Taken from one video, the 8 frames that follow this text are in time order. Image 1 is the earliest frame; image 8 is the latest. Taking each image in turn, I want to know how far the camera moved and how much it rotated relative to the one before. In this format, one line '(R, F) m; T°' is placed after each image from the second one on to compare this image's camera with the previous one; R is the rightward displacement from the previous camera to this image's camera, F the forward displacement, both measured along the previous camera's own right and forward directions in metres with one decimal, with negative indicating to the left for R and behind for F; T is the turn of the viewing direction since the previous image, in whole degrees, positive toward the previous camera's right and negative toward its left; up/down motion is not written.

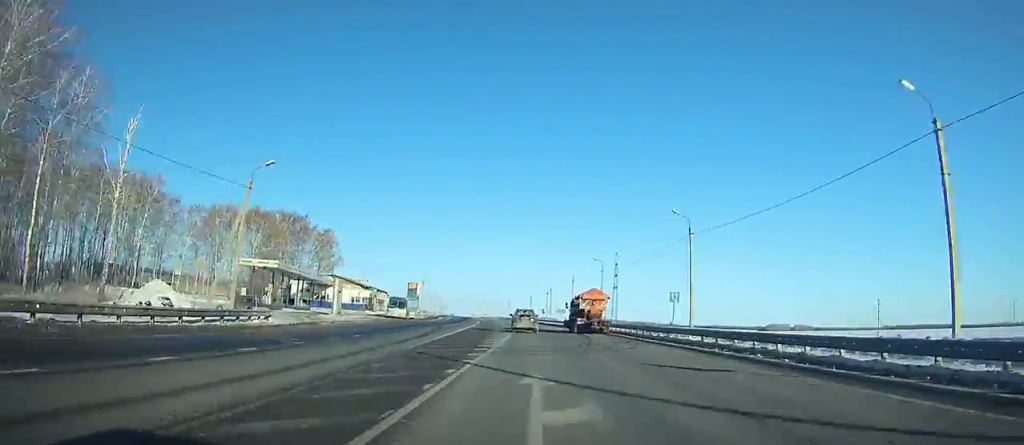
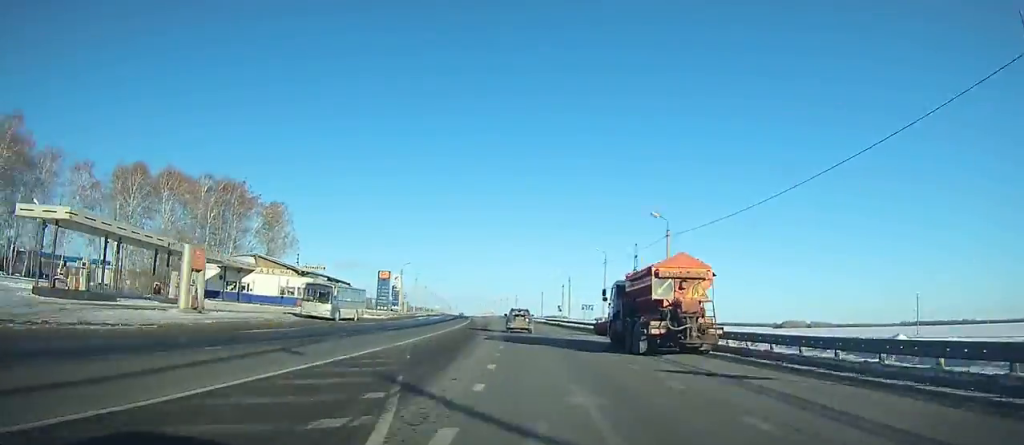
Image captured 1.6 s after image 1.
(-0.8, +33.6) m; -2°
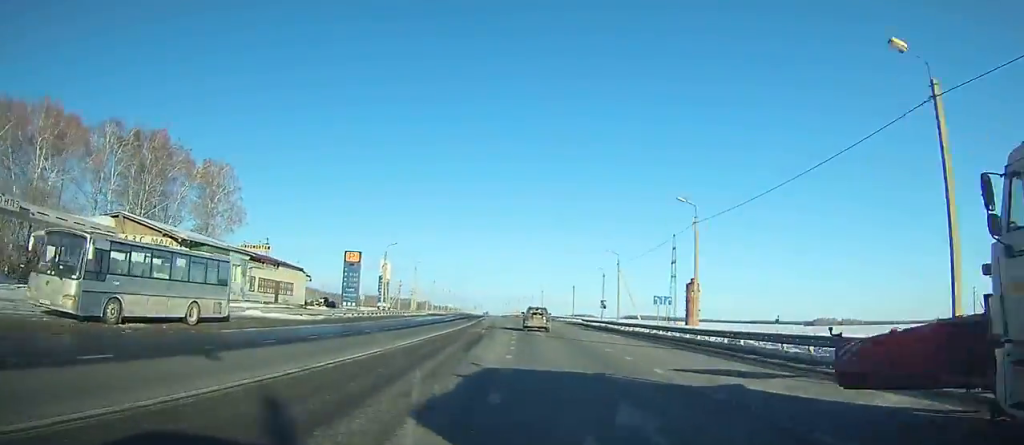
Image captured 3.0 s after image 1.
(-0.1, +29.4) m; -1°
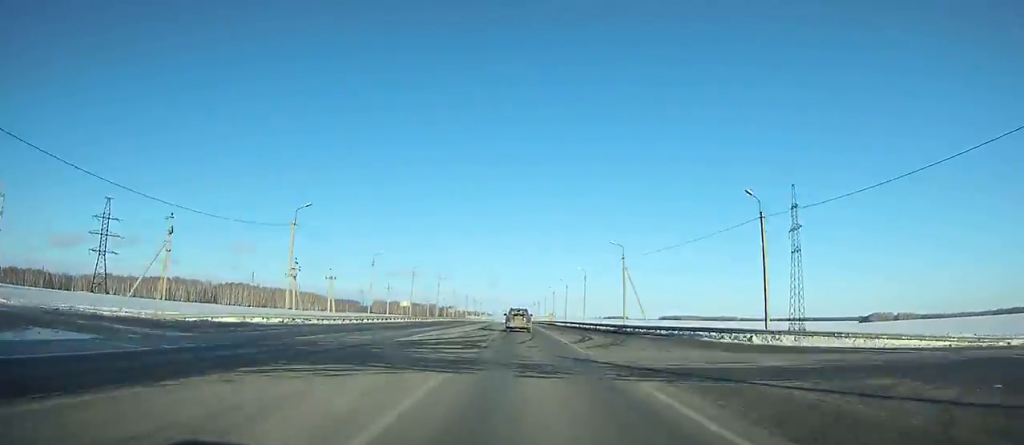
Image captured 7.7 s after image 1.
(-3.3, +97.8) m; -3°
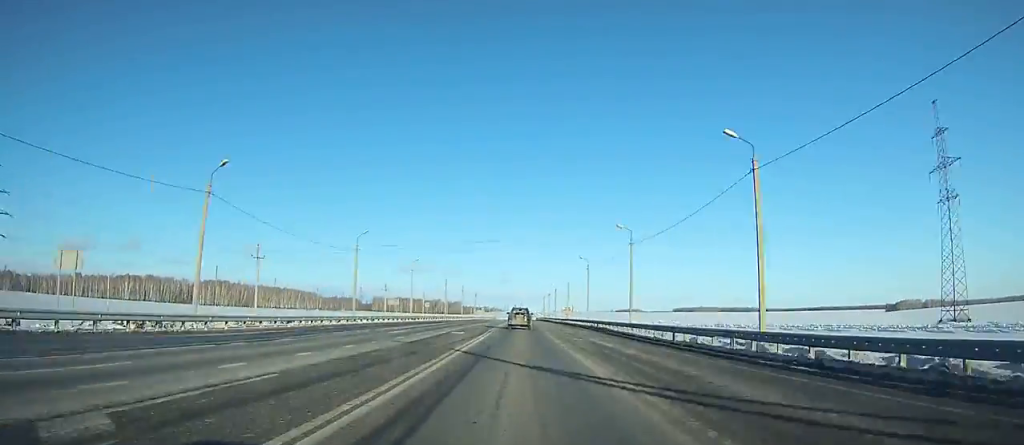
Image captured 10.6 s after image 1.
(-0.8, +64.5) m; -1°
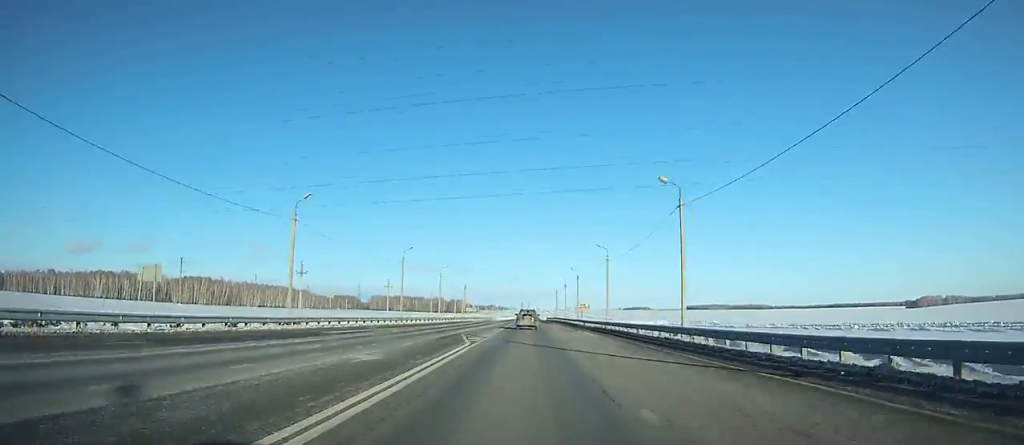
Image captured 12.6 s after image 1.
(-0.2, +46.5) m; -1°
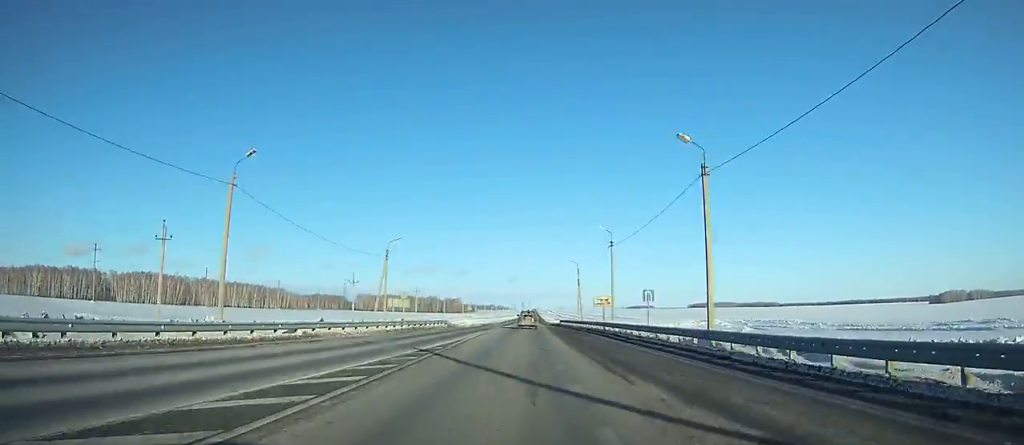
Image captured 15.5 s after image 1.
(-0.4, +71.0) m; 0°
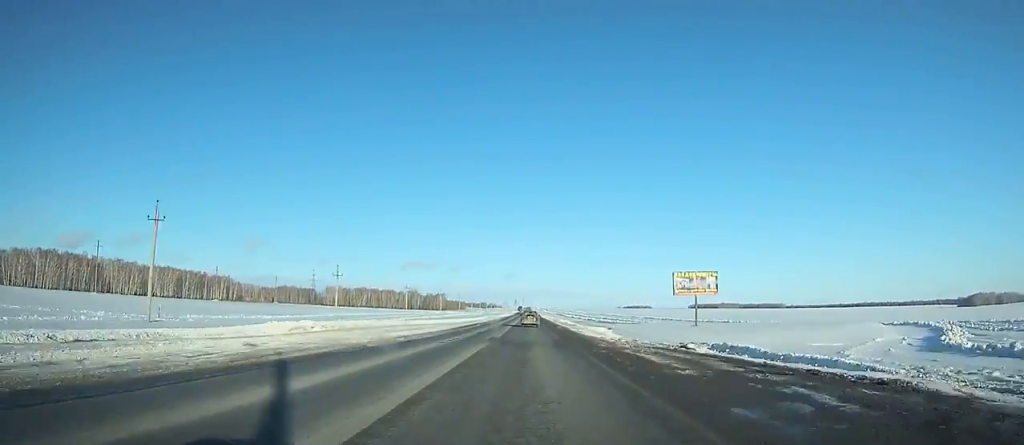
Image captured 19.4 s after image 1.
(0.0, +100.0) m; 0°
